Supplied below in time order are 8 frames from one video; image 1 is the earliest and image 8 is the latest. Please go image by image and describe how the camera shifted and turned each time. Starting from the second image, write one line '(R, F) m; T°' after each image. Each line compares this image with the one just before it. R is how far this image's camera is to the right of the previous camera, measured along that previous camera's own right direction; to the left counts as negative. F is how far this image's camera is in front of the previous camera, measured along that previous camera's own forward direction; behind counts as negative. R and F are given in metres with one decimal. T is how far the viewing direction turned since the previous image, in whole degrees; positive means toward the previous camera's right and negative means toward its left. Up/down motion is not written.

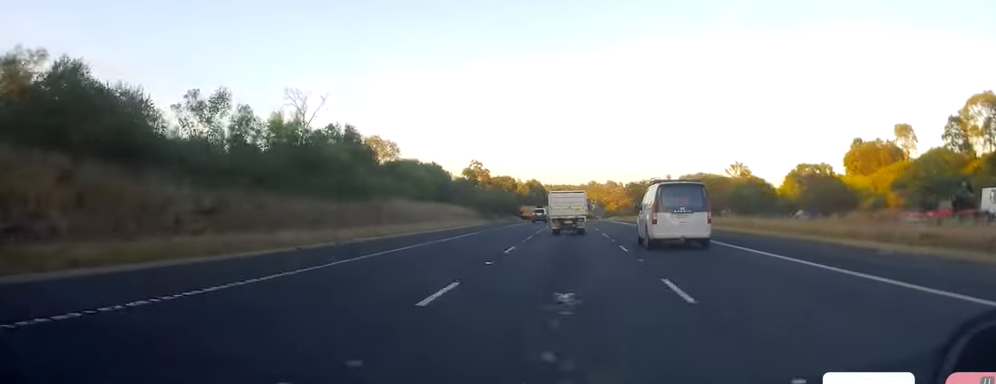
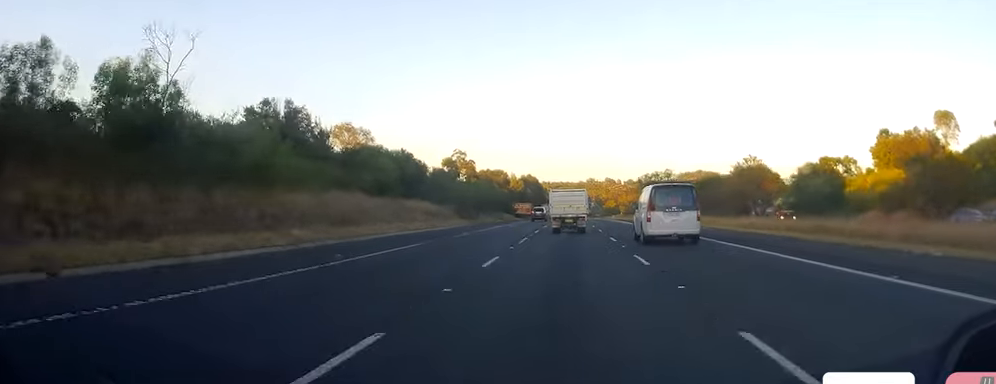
(-0.5, +17.6) m; 0°
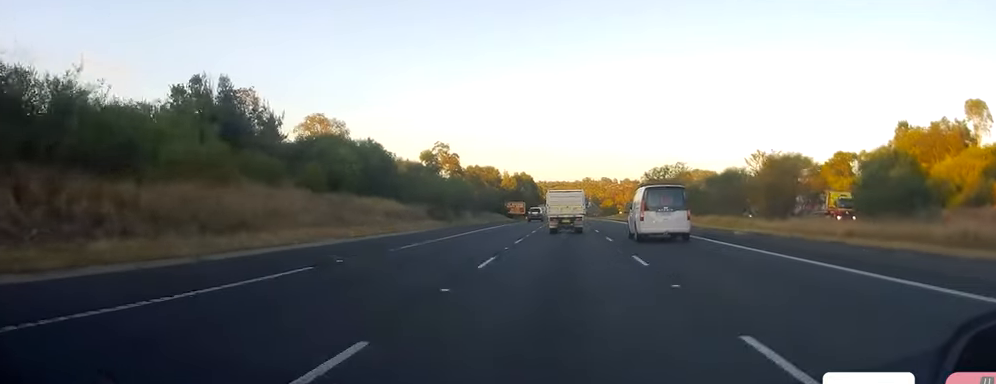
(0.0, +12.3) m; 0°
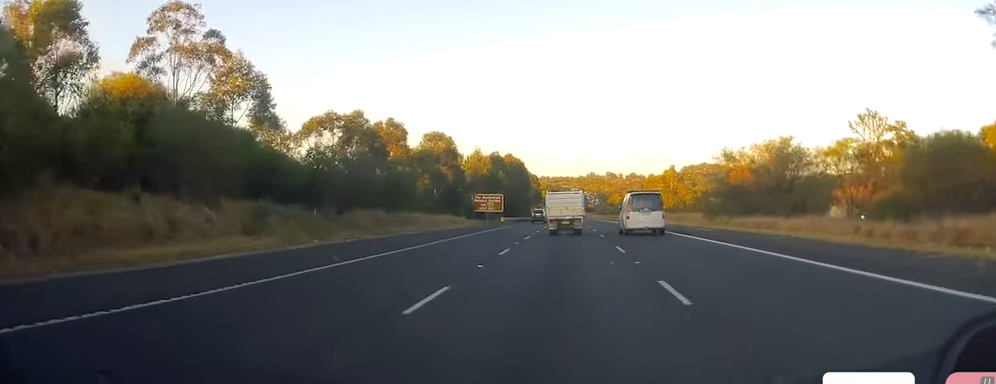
(+0.7, +66.8) m; 0°
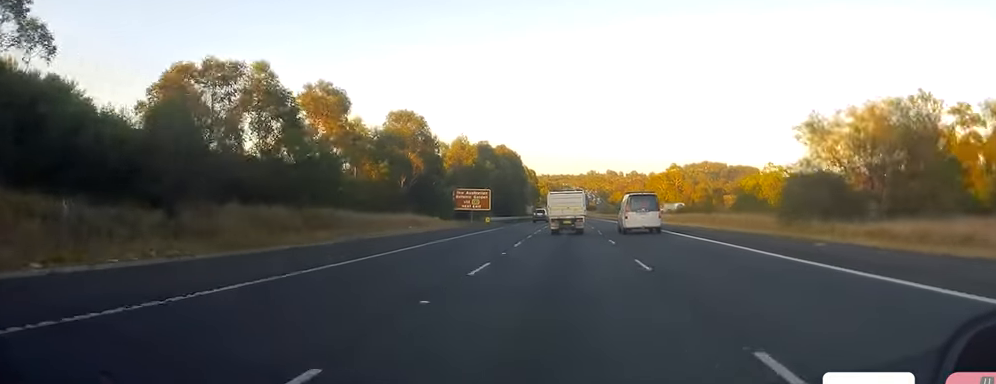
(+0.2, +18.6) m; 0°
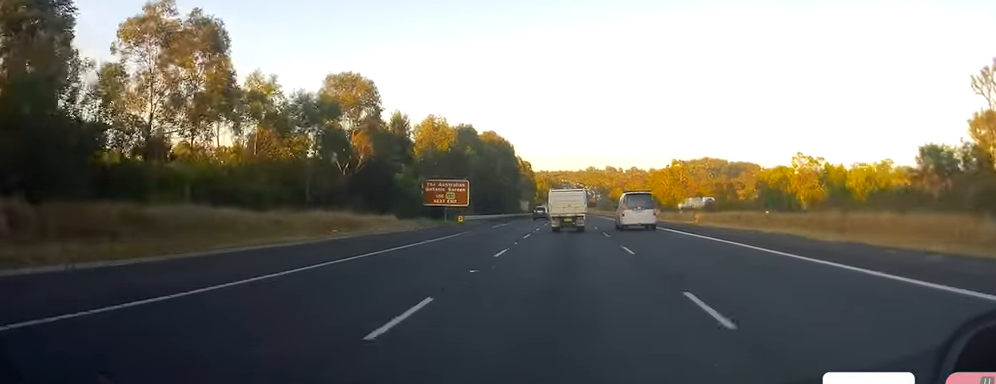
(+0.3, +19.4) m; 0°
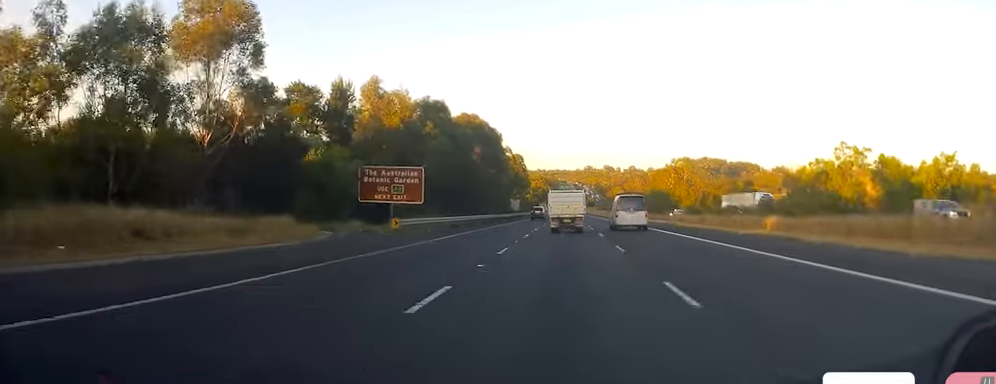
(-0.2, +22.0) m; -1°
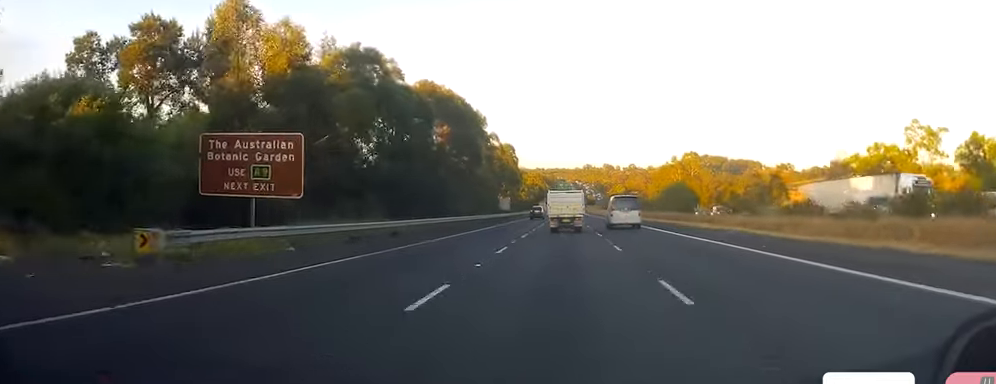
(-0.3, +23.8) m; 0°
